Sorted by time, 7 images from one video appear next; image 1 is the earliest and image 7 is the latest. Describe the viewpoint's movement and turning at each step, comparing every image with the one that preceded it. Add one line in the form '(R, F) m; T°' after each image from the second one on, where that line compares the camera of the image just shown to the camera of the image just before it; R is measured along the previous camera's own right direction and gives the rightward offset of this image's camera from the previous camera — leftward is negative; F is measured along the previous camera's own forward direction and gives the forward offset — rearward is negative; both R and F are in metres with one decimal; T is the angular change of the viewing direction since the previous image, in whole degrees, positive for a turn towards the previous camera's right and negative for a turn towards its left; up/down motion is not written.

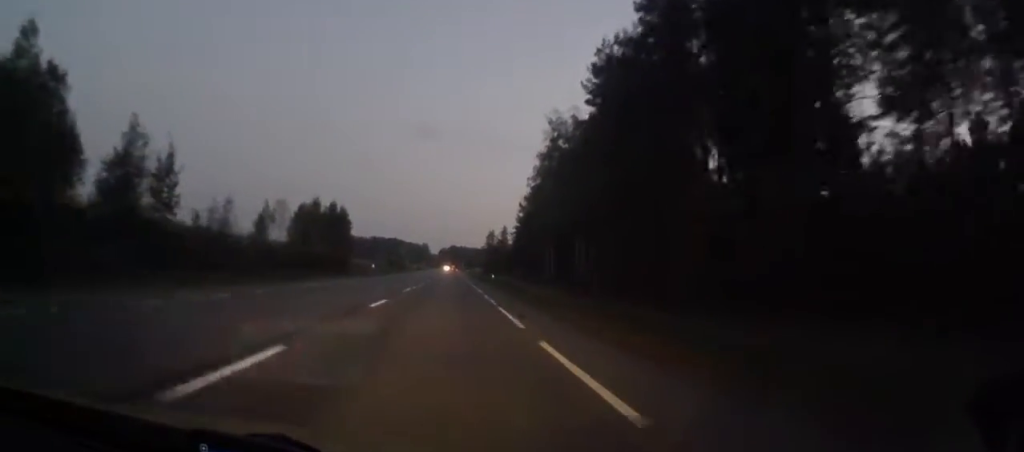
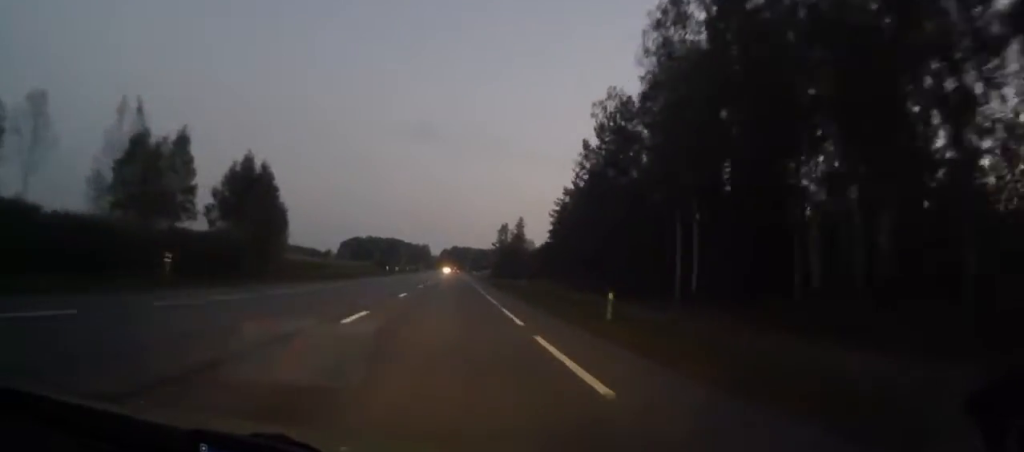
(+0.3, +53.3) m; 0°
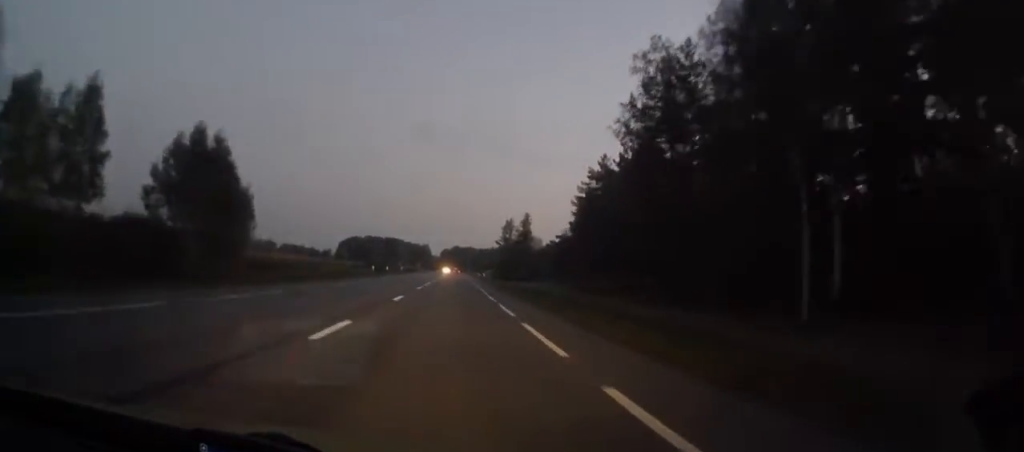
(+0.1, +14.8) m; 0°
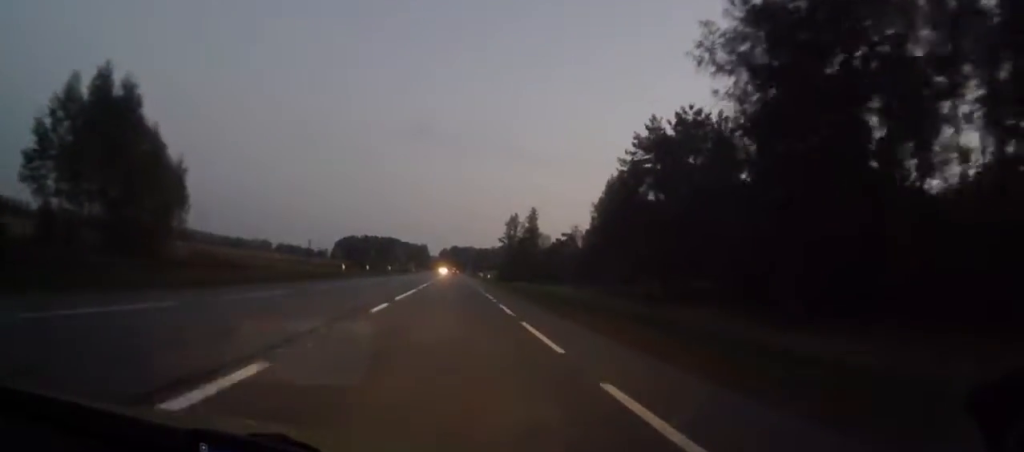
(-0.1, +17.7) m; 0°
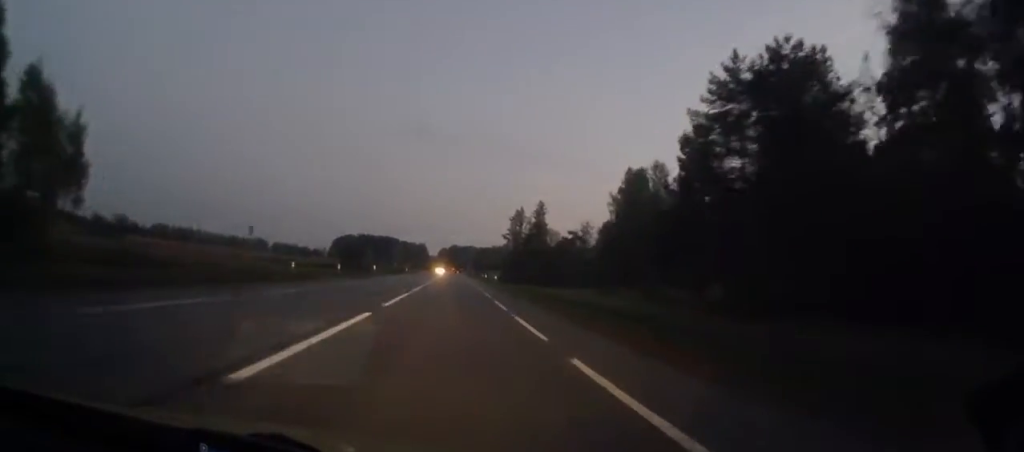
(-0.1, +15.8) m; 0°
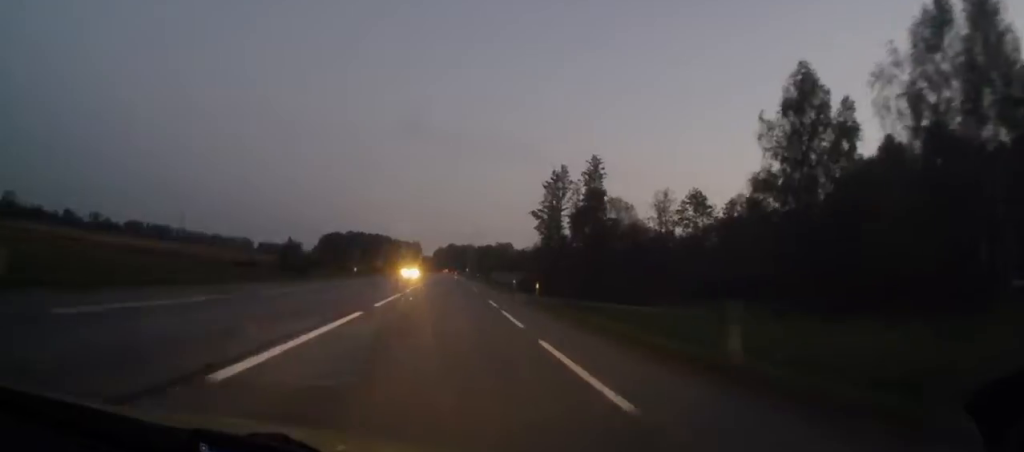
(+0.5, +59.2) m; +1°
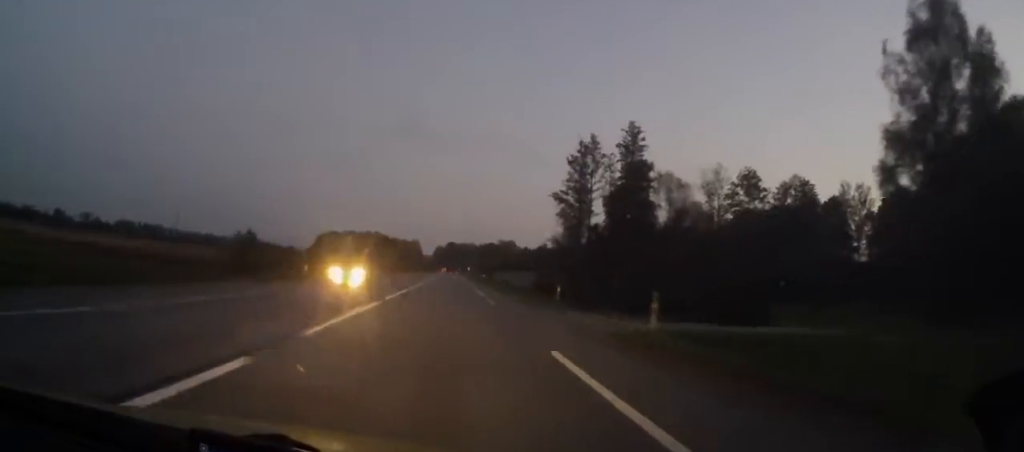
(-0.2, +19.7) m; 0°
